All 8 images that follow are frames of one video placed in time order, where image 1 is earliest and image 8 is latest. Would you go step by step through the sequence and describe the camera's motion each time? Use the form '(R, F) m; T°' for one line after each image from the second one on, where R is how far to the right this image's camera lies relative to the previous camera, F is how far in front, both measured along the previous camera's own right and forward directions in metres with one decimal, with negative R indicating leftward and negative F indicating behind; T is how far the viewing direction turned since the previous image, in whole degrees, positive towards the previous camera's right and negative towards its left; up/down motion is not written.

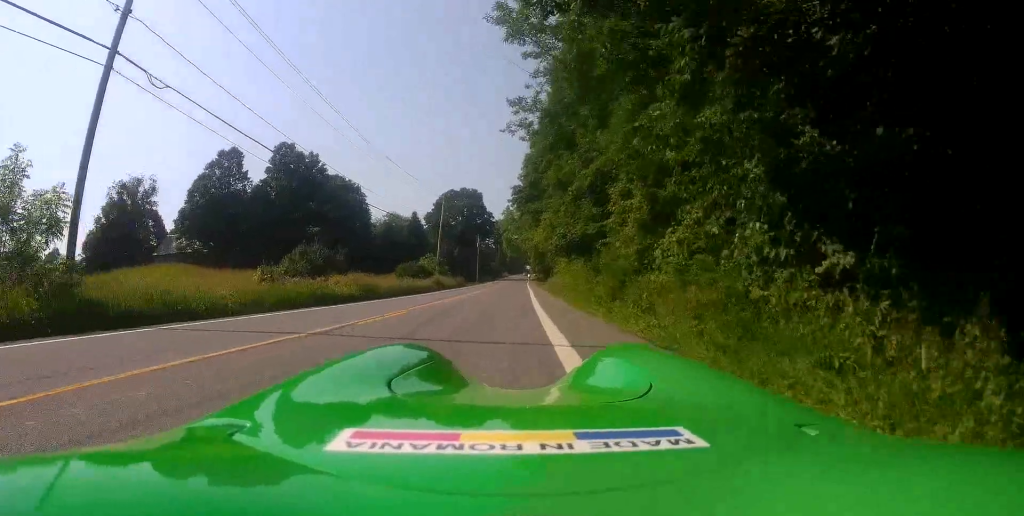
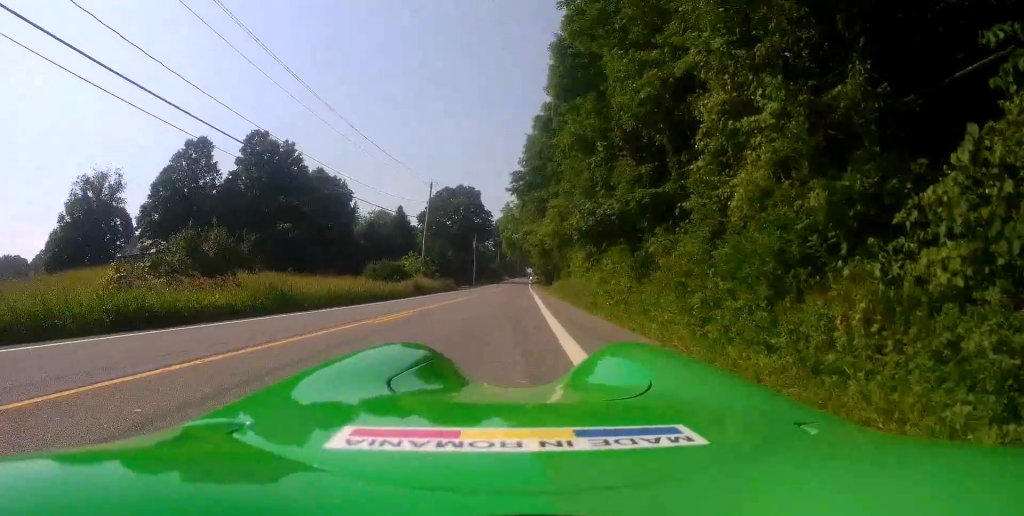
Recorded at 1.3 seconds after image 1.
(+0.4, +10.7) m; +1°
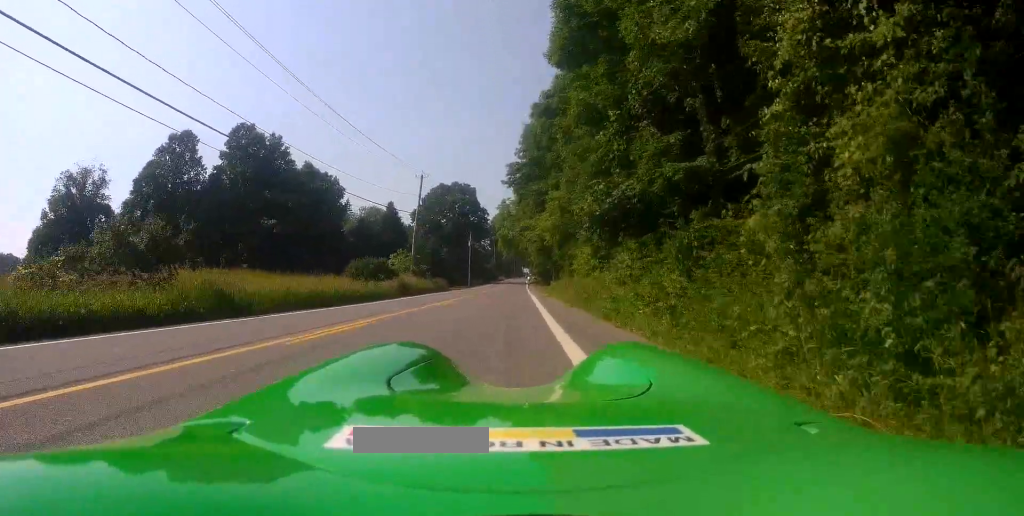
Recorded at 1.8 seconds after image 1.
(-0.1, +3.6) m; -2°
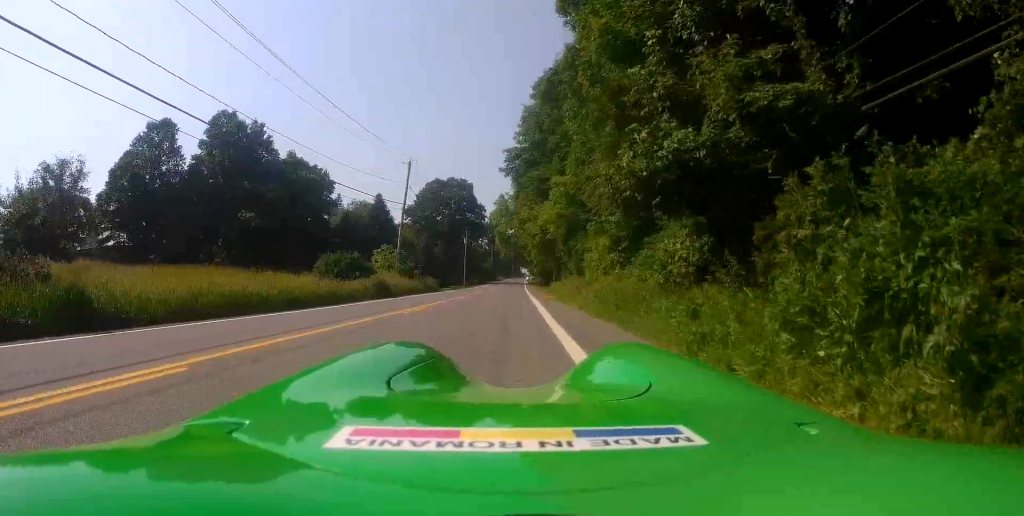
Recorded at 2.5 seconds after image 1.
(-0.1, +5.5) m; -3°
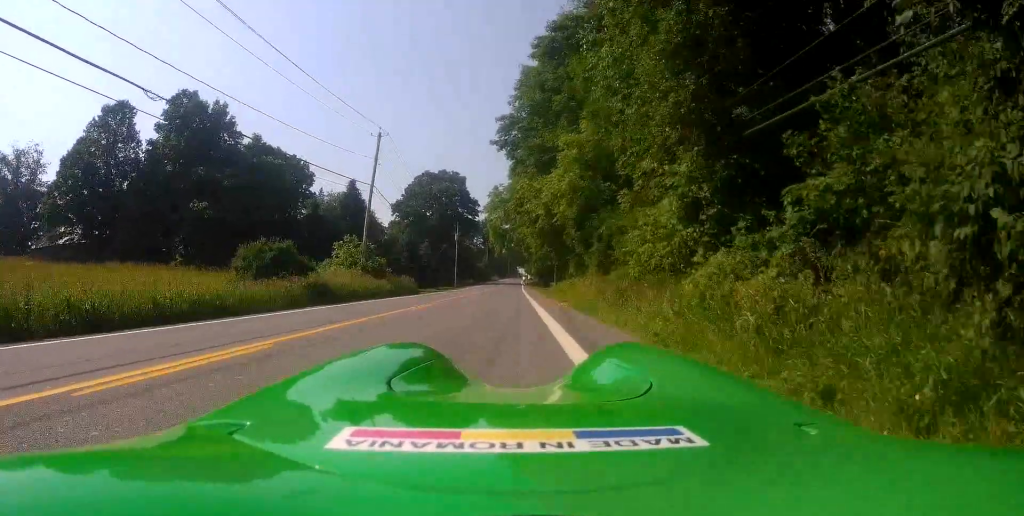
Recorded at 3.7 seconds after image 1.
(-0.2, +9.4) m; 0°
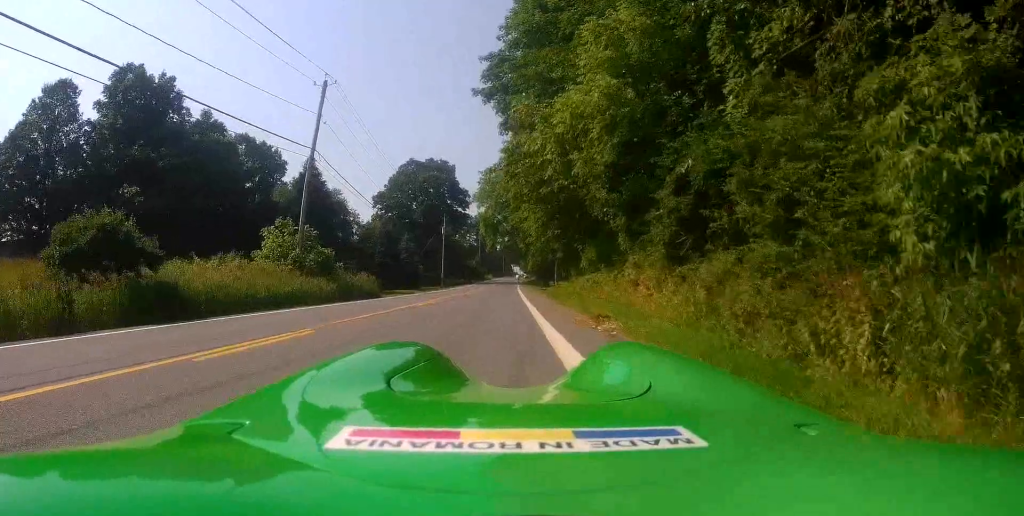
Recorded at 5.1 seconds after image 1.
(-0.1, +9.7) m; -3°
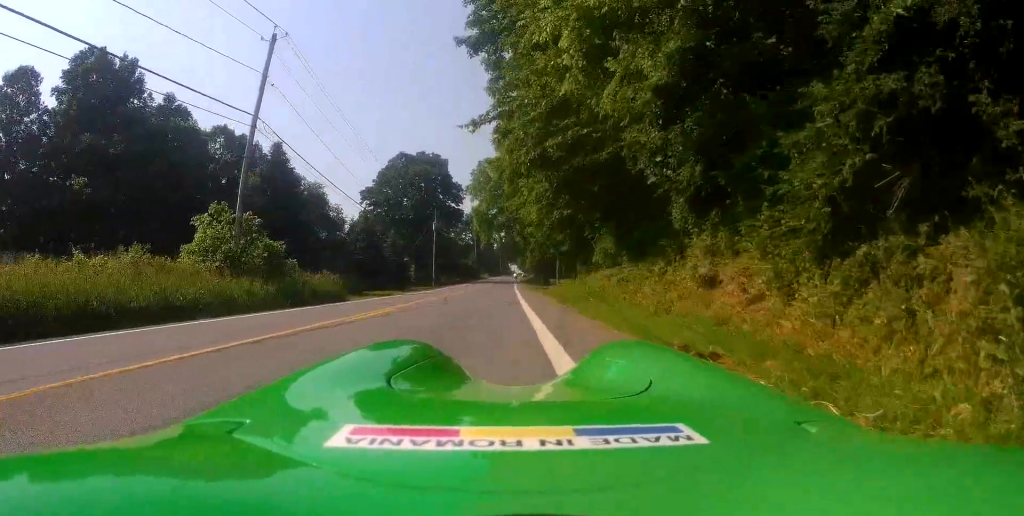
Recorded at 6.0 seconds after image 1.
(-0.1, +6.0) m; -3°
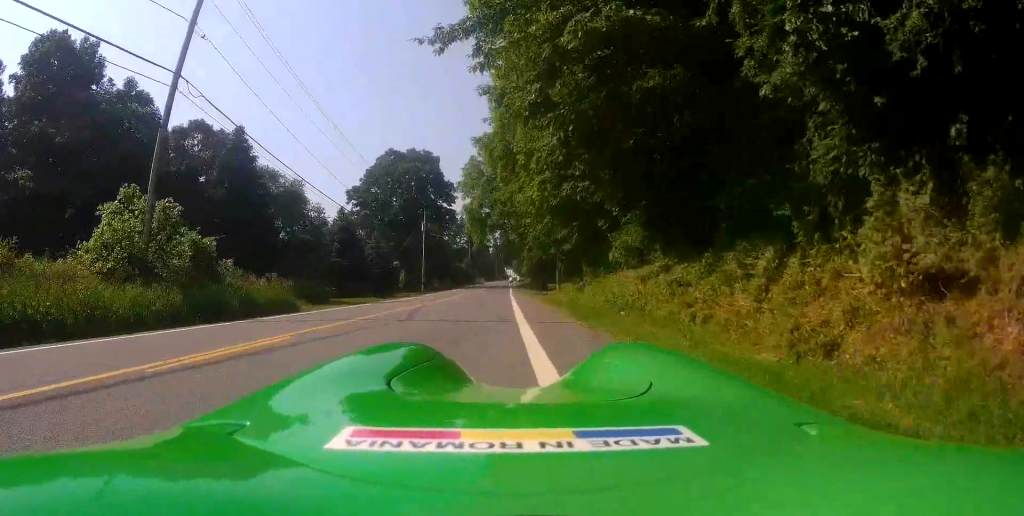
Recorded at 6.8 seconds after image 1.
(-0.1, +5.2) m; 0°
